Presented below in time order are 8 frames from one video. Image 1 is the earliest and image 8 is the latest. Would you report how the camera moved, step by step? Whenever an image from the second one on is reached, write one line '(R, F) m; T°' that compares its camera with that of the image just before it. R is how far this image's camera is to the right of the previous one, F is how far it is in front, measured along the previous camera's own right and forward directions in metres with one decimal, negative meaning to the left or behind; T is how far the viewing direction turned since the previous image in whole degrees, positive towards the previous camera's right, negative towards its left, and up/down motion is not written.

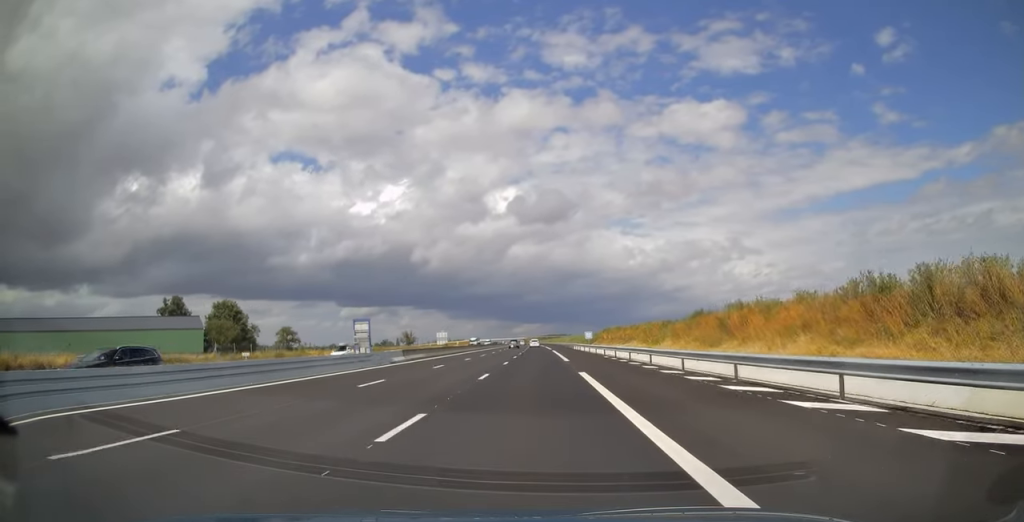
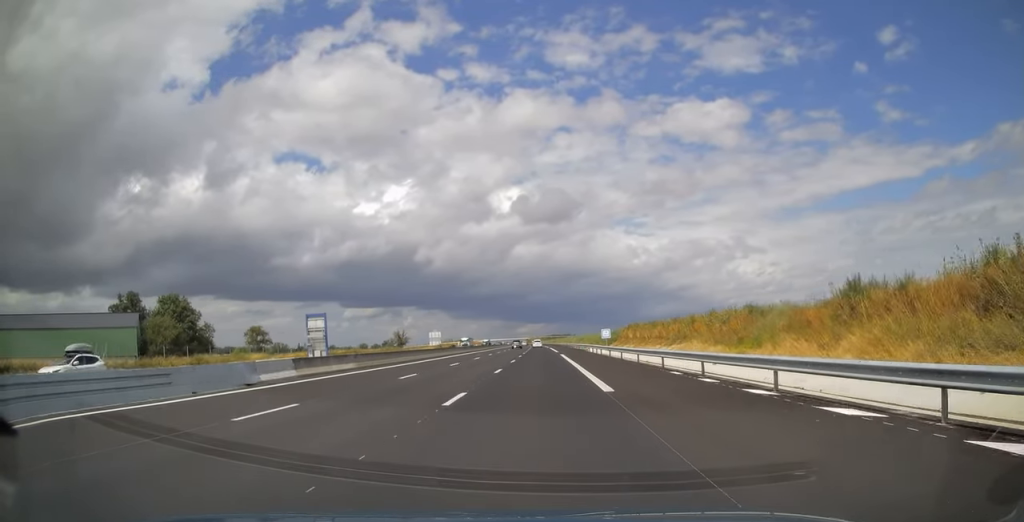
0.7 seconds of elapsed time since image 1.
(-0.1, +21.5) m; 0°
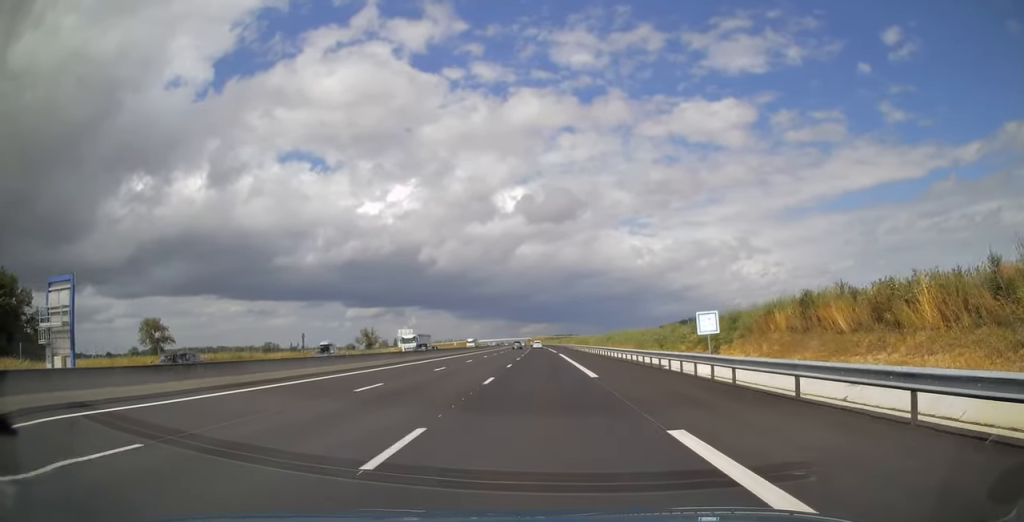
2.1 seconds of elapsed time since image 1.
(-0.2, +45.8) m; 0°
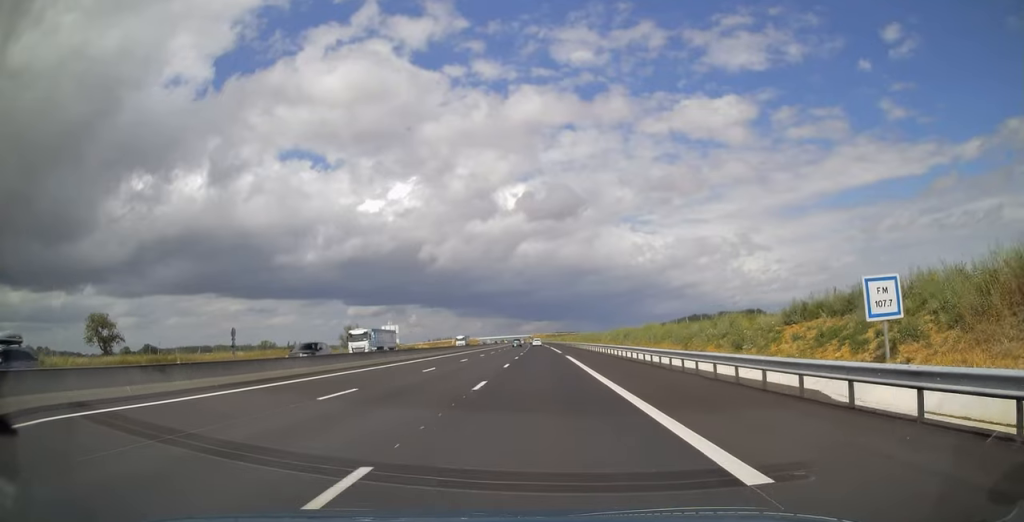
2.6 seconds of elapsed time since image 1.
(0.0, +16.1) m; 0°
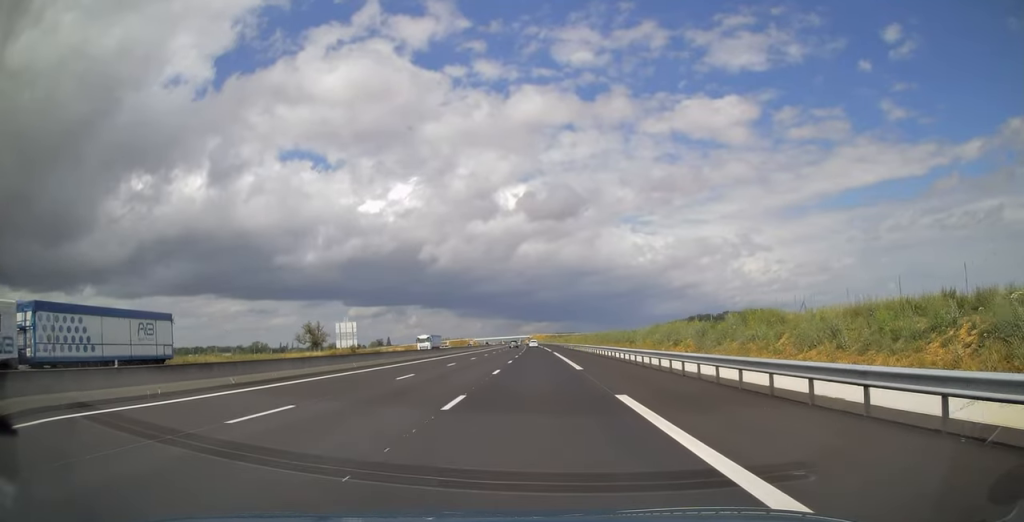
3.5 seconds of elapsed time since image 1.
(-0.1, +30.6) m; 0°
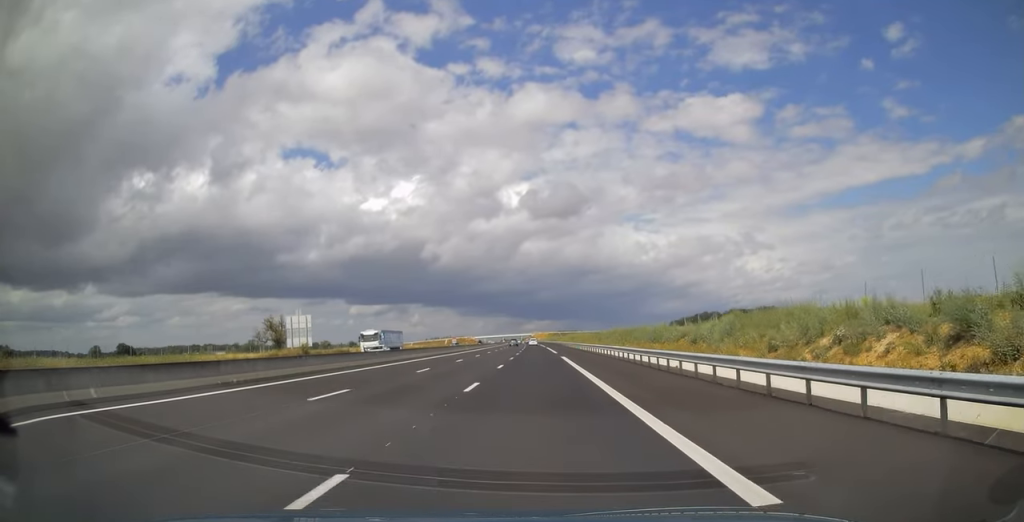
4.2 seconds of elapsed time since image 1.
(+0.1, +22.0) m; 0°
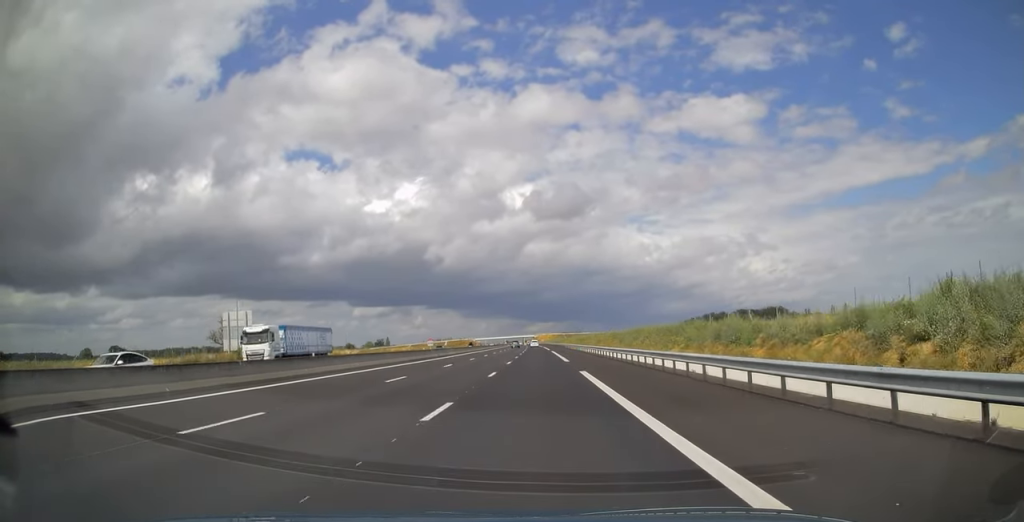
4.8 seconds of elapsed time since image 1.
(0.0, +18.8) m; 0°
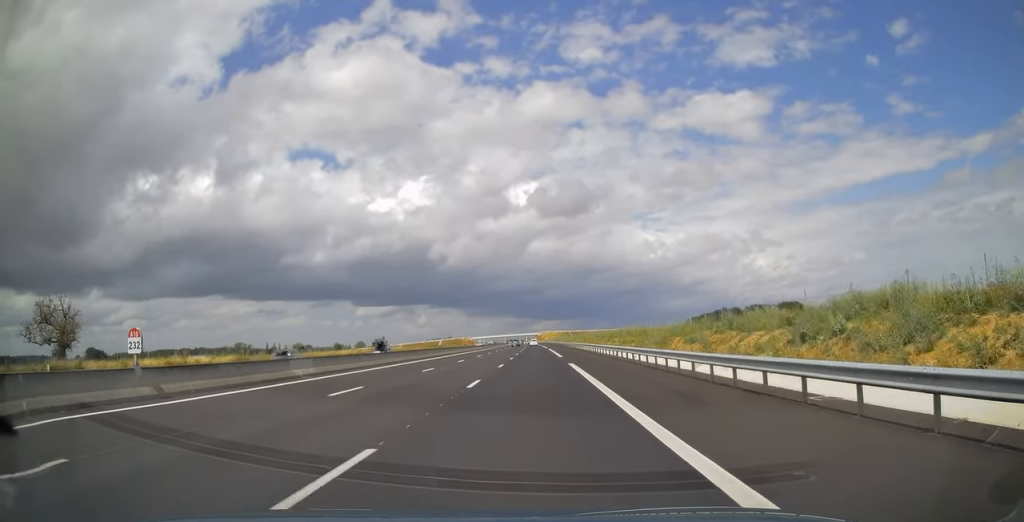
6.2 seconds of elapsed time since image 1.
(-0.3, +45.3) m; -1°
